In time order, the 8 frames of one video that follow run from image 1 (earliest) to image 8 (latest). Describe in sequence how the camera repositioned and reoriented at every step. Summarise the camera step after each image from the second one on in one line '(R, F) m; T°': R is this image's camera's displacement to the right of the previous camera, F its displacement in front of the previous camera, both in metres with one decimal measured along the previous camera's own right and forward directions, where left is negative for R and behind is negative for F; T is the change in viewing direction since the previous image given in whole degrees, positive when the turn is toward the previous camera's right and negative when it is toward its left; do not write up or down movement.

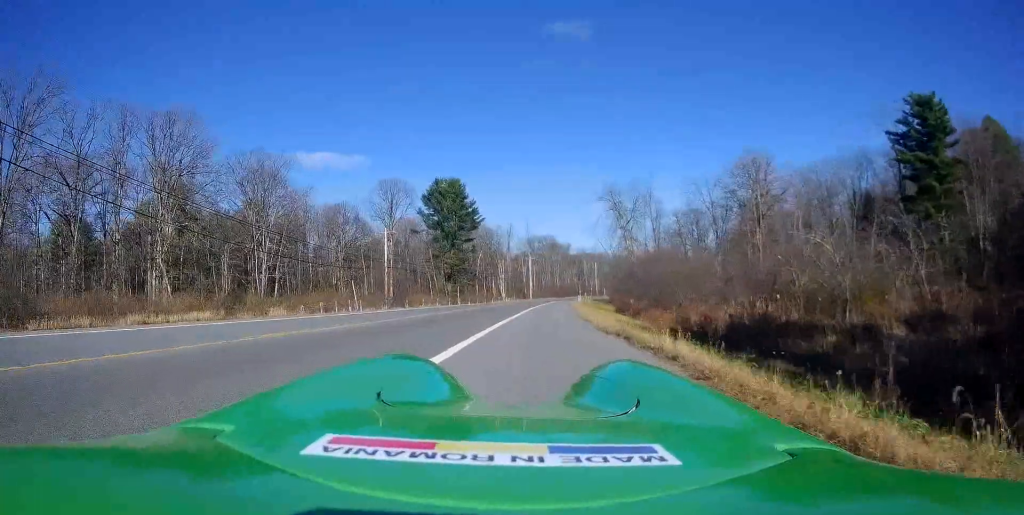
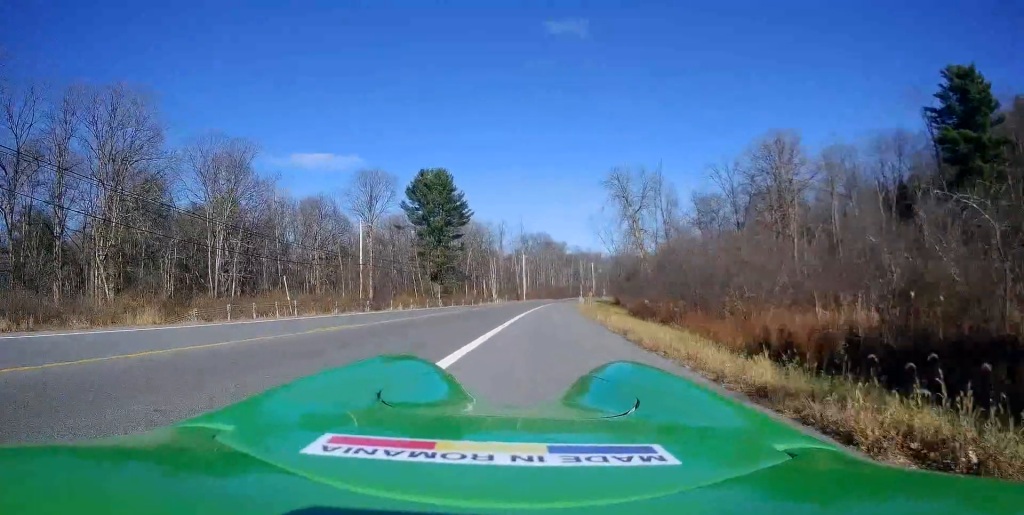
(-0.1, +9.5) m; 0°
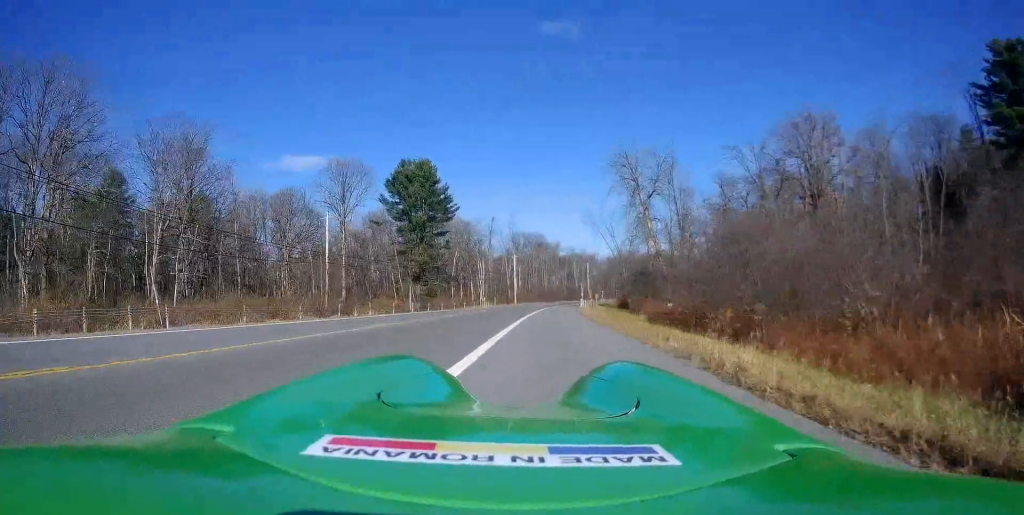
(0.0, +10.3) m; +3°
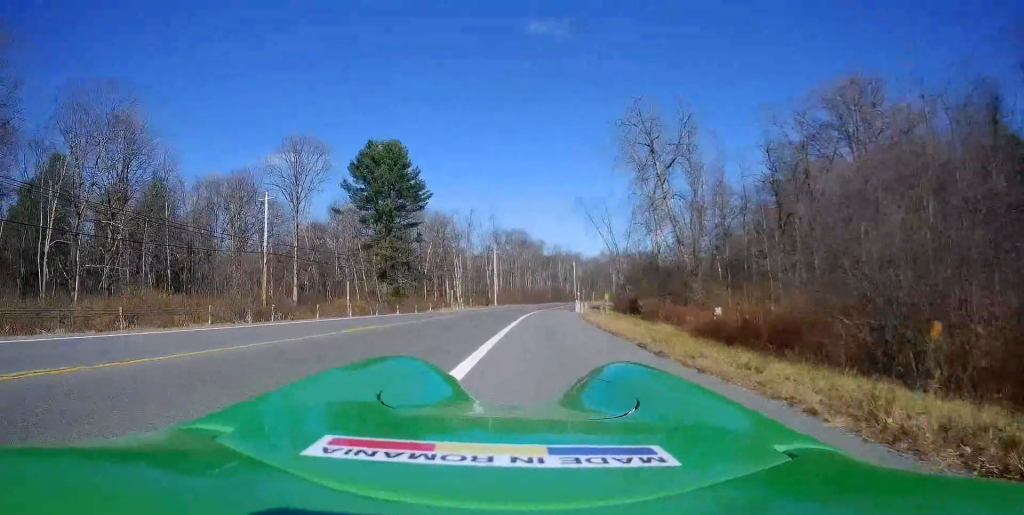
(+0.5, +12.1) m; +3°
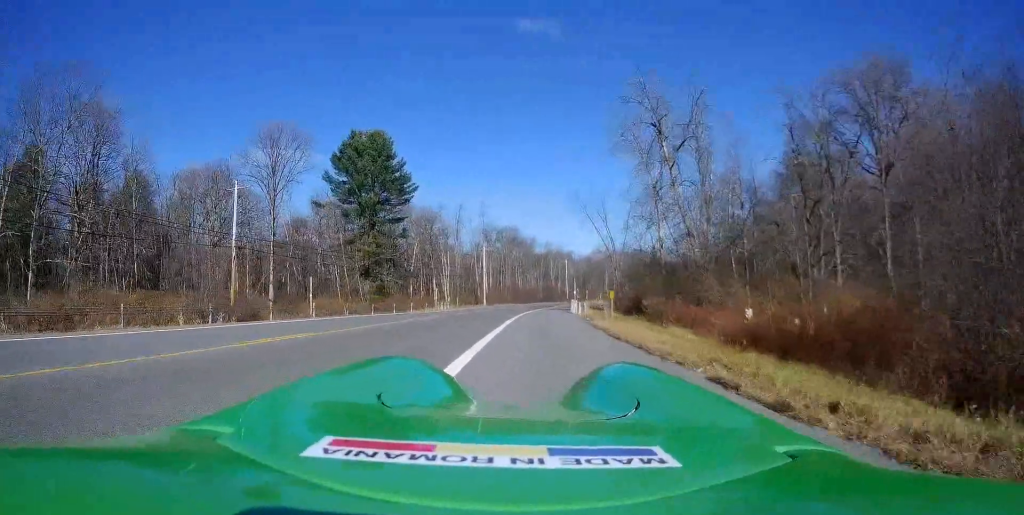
(-0.1, +4.5) m; +1°
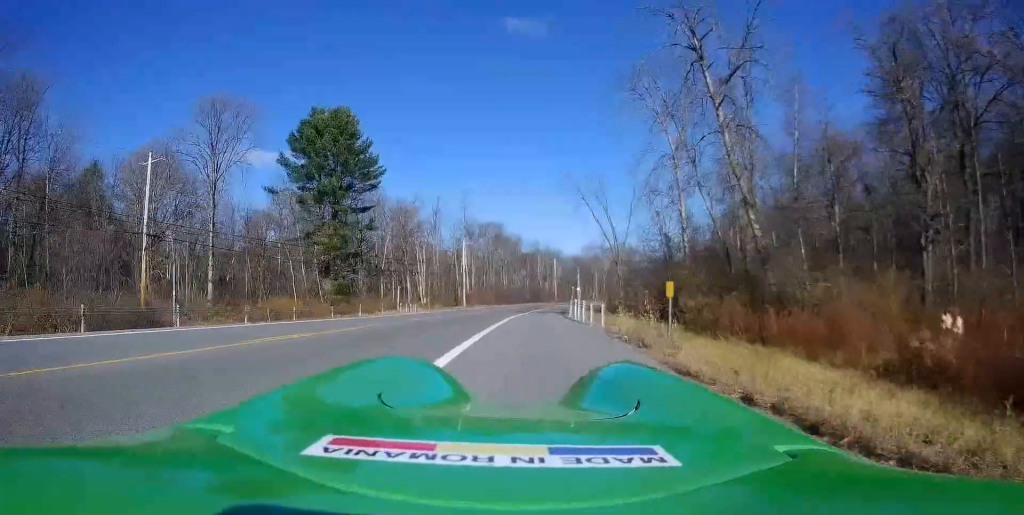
(+0.4, +11.1) m; 0°
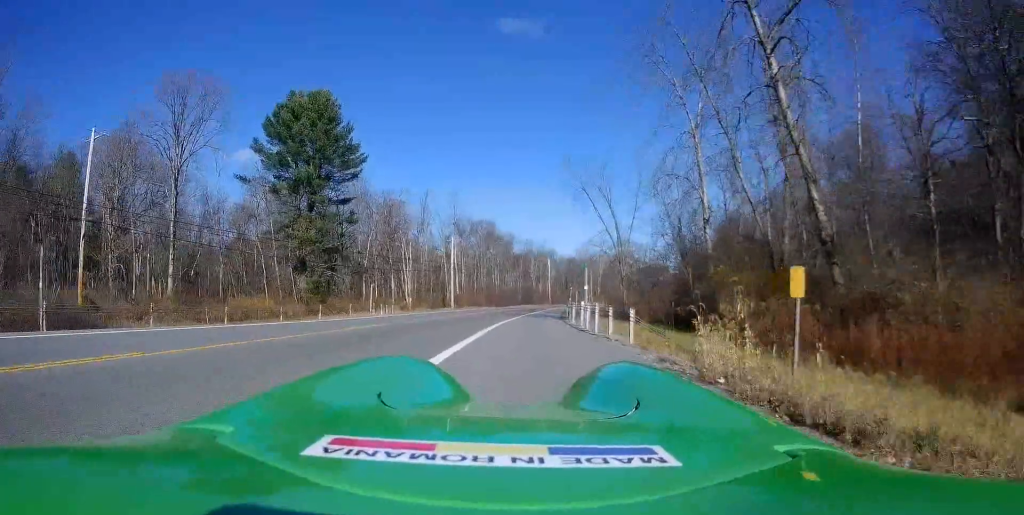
(-0.3, +6.2) m; 0°
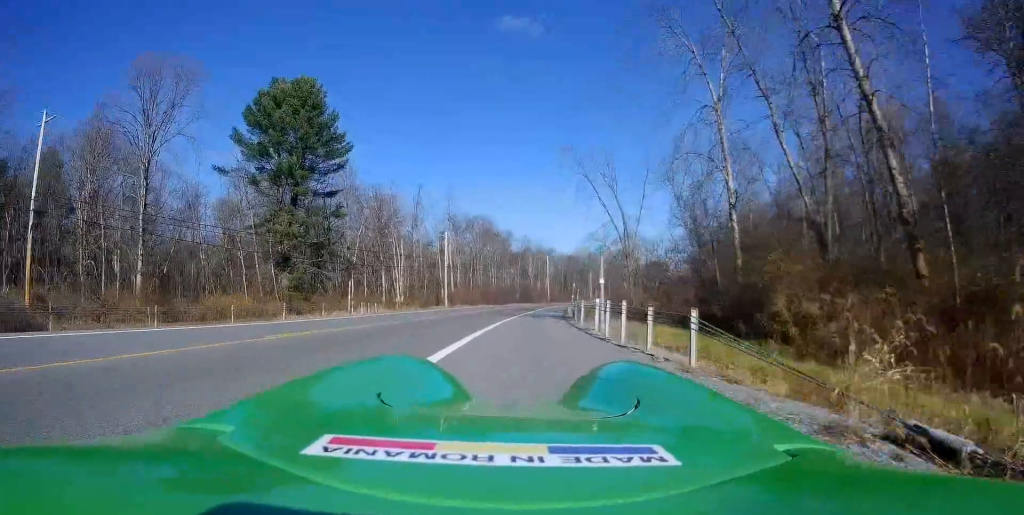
(0.0, +4.7) m; 0°
